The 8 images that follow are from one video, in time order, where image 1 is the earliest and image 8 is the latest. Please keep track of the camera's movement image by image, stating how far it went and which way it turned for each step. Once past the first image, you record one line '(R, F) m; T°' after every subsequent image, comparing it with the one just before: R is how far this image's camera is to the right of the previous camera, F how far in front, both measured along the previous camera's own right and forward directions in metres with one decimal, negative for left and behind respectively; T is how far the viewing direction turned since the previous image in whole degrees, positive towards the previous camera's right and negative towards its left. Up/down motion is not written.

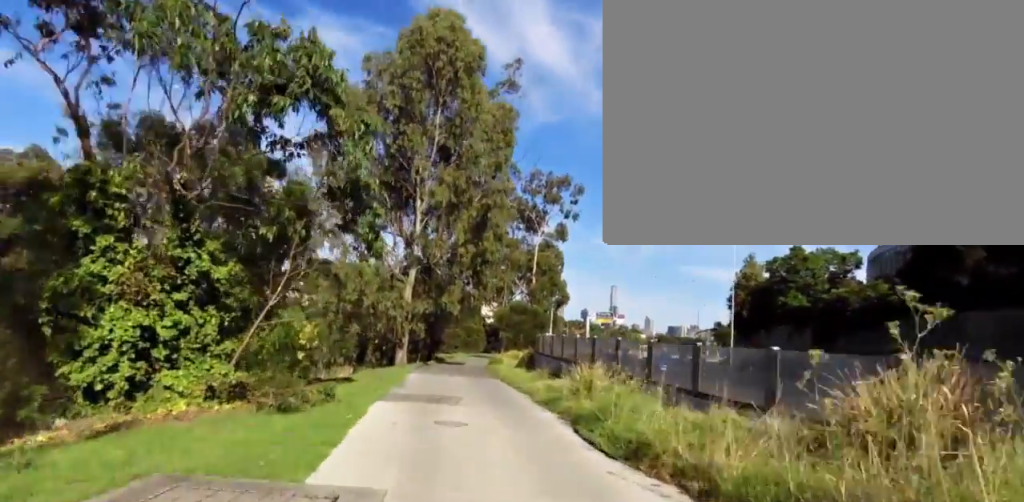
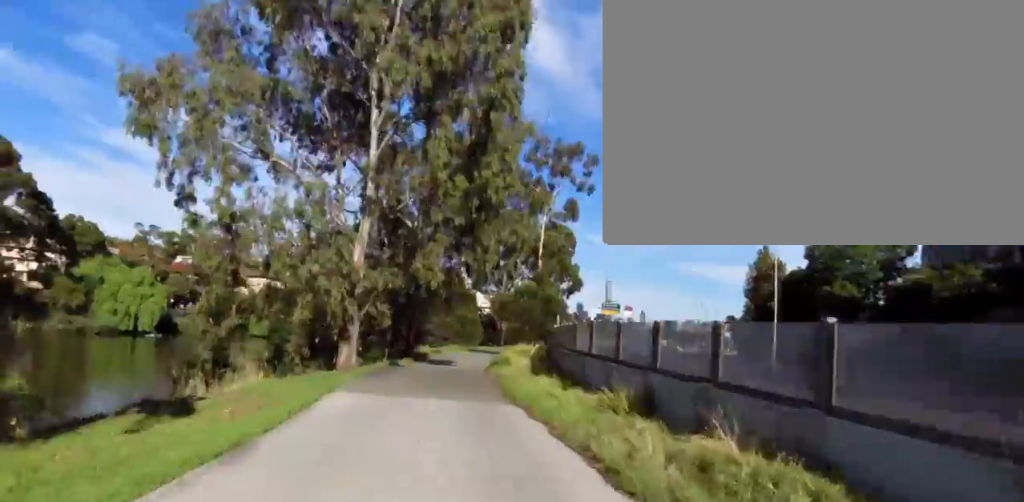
(-1.1, +10.0) m; -11°
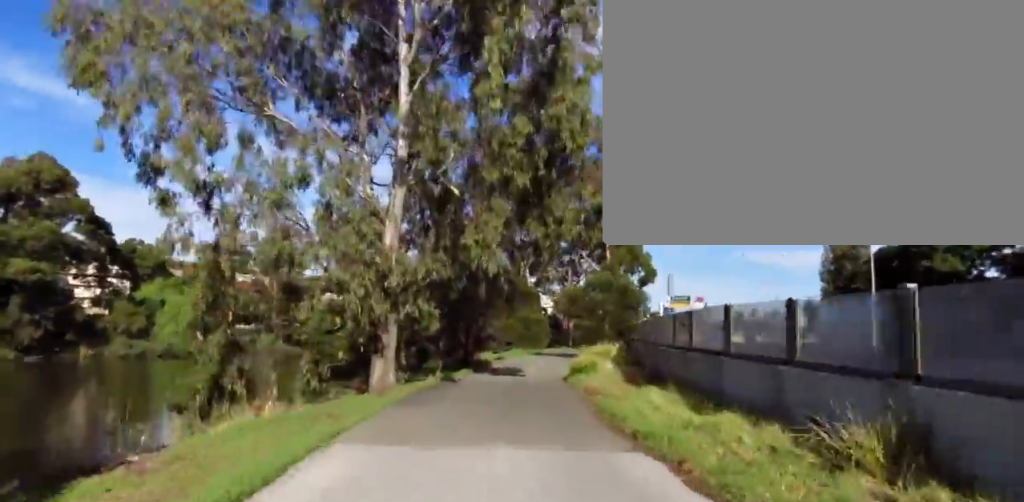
(-0.8, +4.4) m; -2°
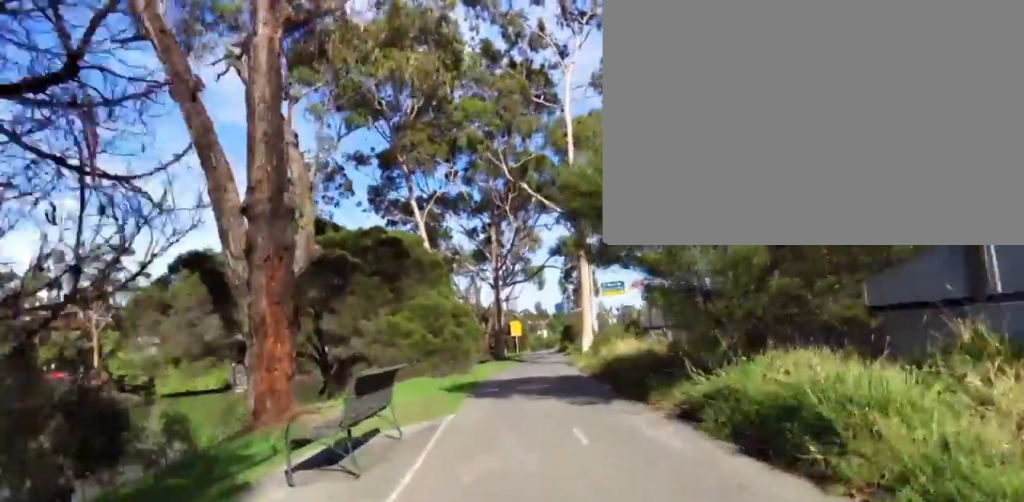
(+4.2, +23.8) m; +11°
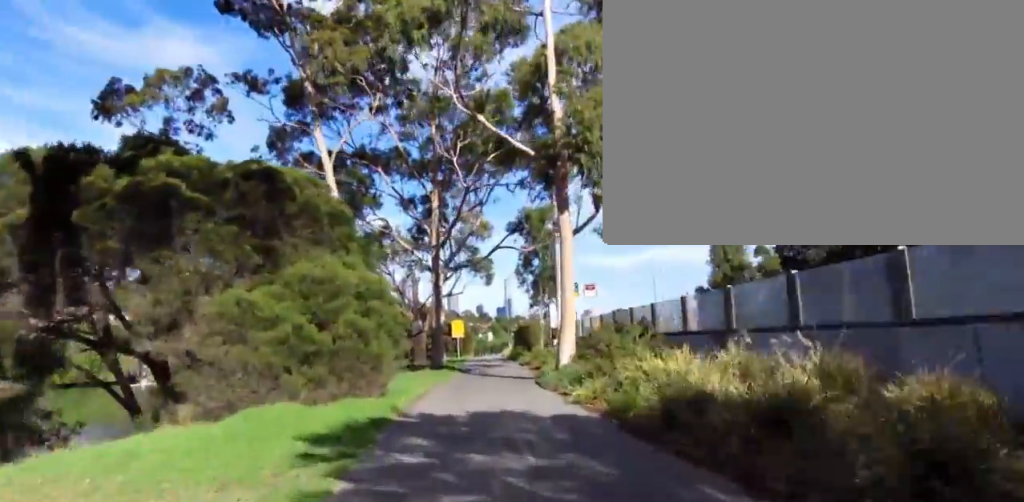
(-0.1, +8.4) m; 0°
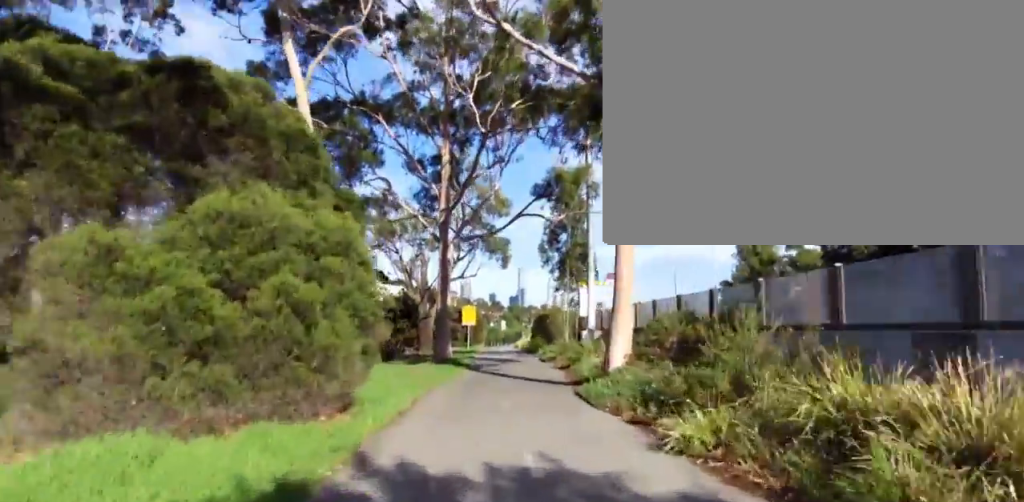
(0.0, +4.8) m; +1°
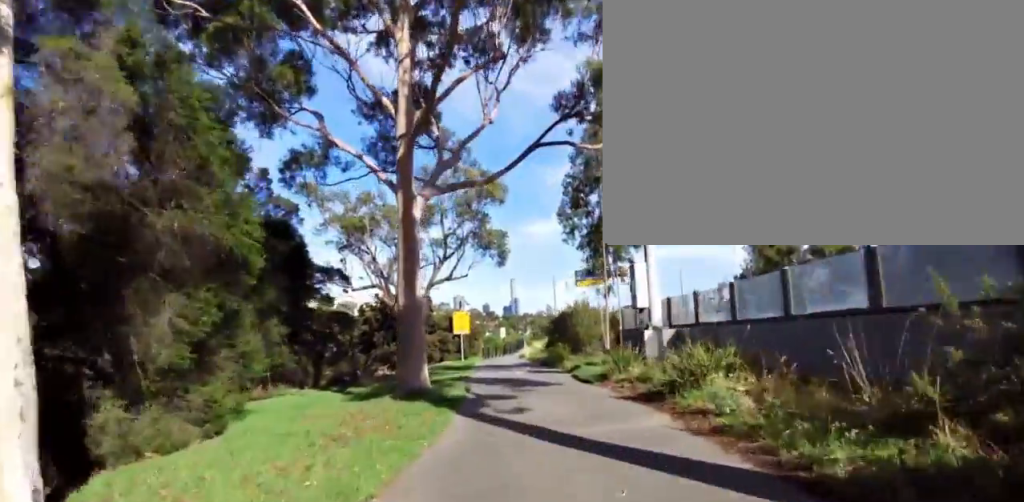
(+0.2, +8.7) m; +1°
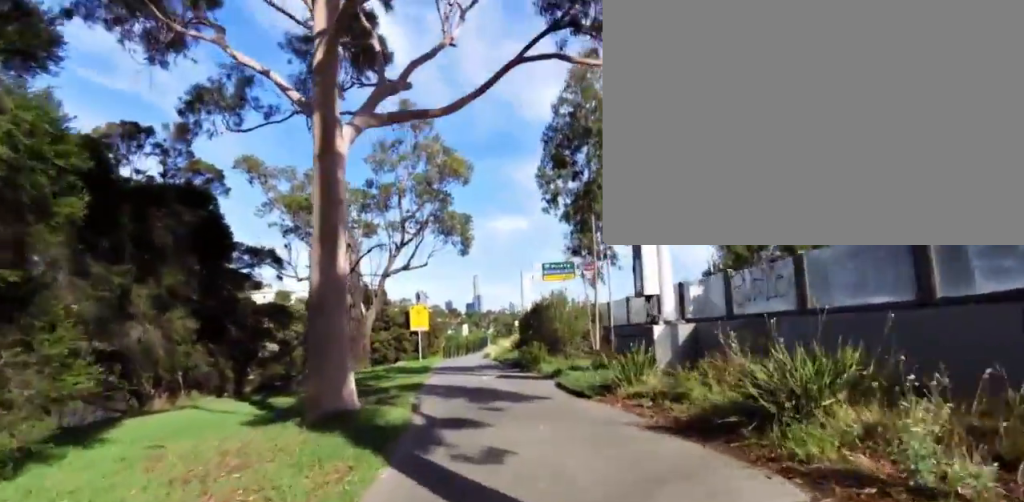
(0.0, +3.4) m; 0°
